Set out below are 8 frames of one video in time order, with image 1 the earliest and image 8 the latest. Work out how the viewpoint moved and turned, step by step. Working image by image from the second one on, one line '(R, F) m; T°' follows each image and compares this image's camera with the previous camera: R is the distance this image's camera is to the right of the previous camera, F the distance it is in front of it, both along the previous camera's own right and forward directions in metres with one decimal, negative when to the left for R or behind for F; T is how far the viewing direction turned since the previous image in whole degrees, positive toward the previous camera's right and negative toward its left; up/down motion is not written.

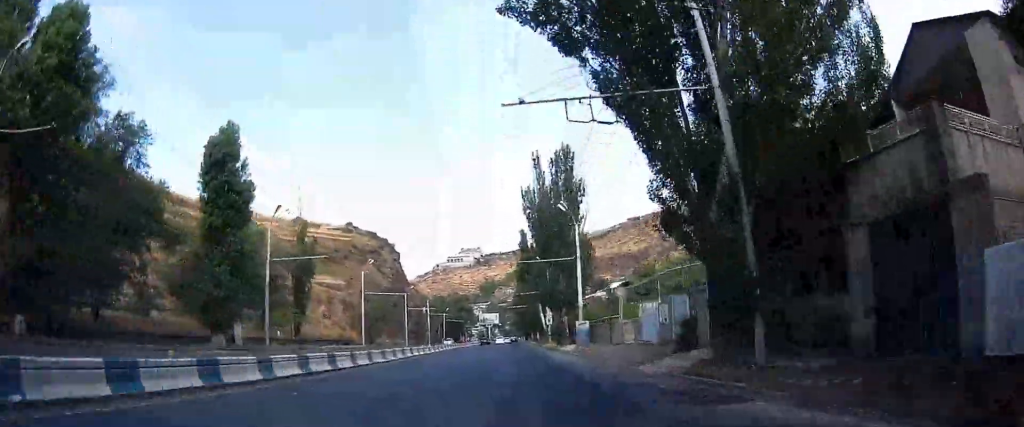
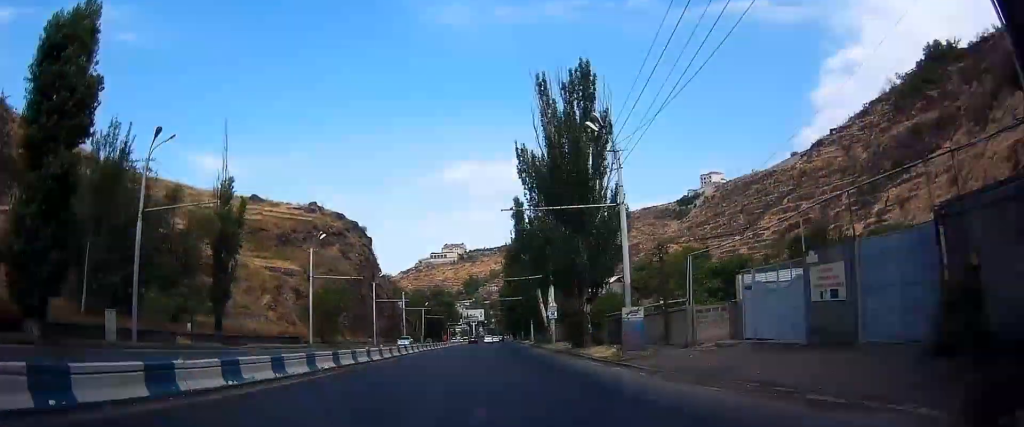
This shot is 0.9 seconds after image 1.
(+0.6, +16.2) m; +1°
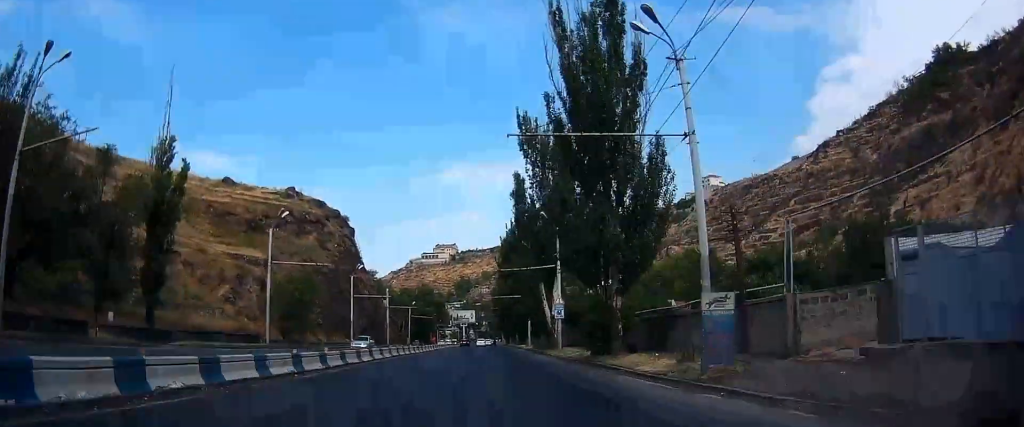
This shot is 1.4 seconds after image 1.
(-0.2, +8.7) m; 0°
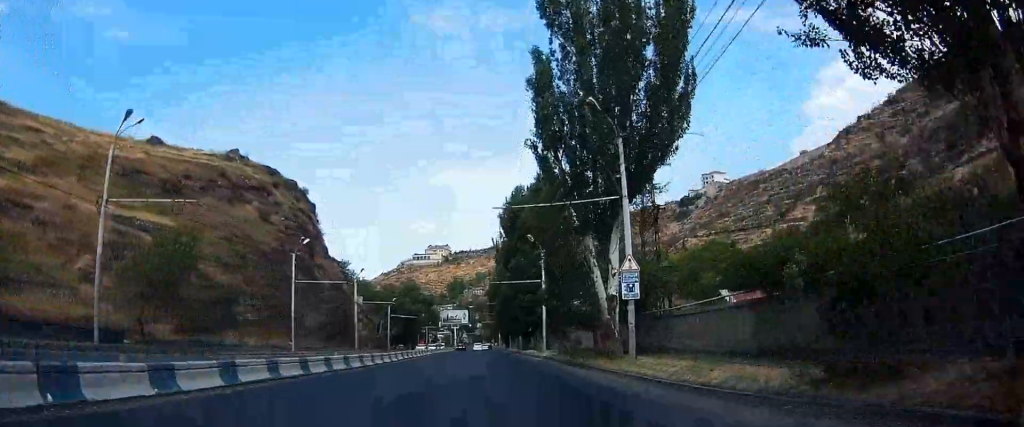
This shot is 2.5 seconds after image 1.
(+0.2, +20.9) m; +1°
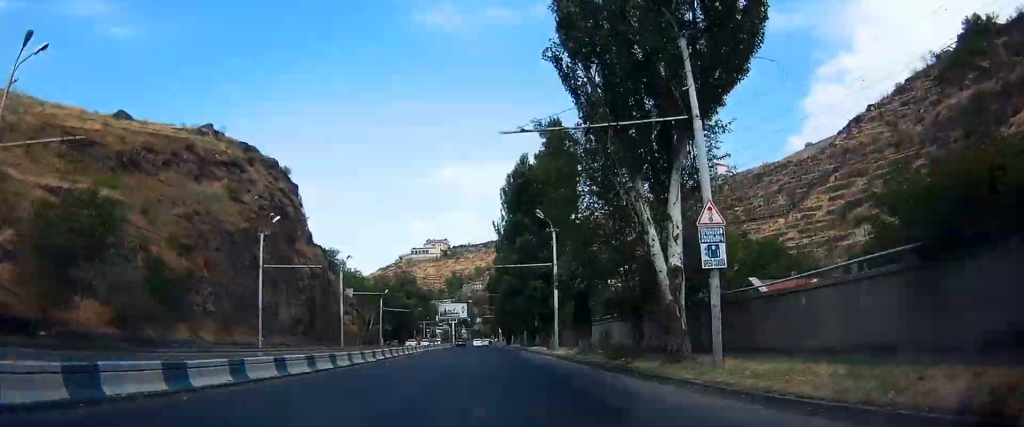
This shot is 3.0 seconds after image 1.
(0.0, +9.0) m; +1°
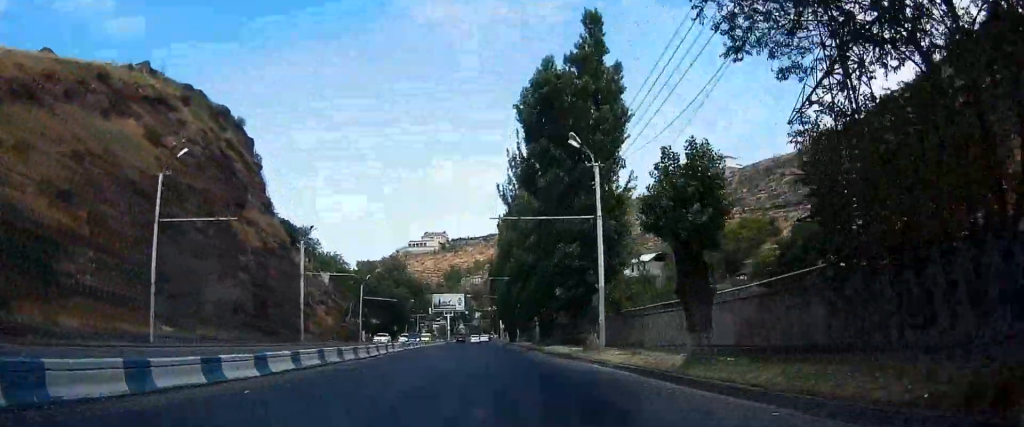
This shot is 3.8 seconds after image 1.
(0.0, +19.7) m; +1°
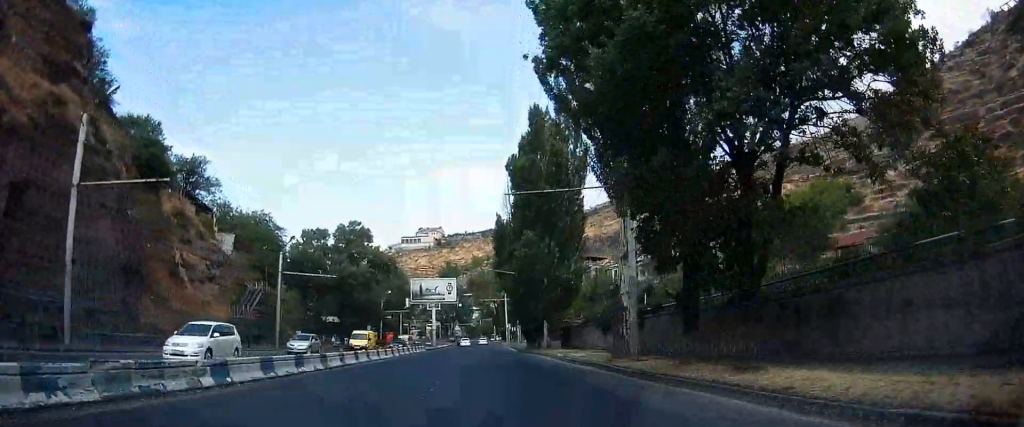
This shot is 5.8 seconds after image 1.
(+0.2, +40.4) m; 0°
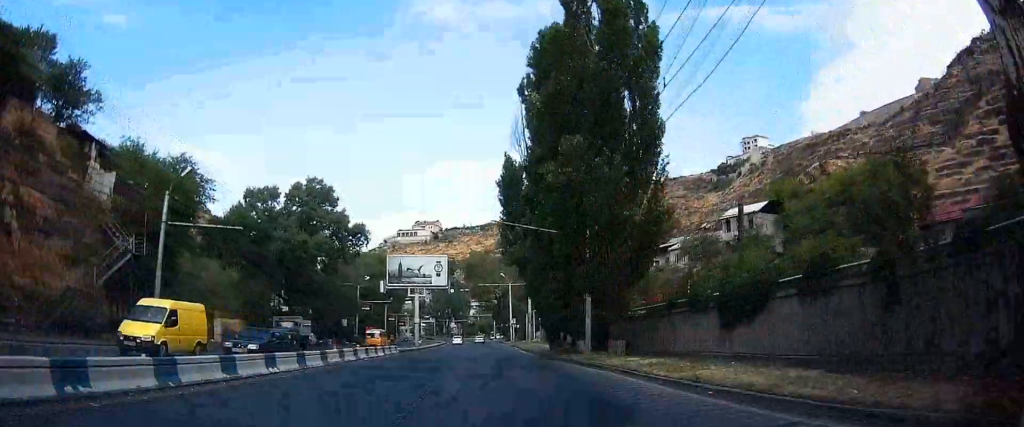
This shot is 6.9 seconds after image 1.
(+0.1, +18.1) m; +1°
